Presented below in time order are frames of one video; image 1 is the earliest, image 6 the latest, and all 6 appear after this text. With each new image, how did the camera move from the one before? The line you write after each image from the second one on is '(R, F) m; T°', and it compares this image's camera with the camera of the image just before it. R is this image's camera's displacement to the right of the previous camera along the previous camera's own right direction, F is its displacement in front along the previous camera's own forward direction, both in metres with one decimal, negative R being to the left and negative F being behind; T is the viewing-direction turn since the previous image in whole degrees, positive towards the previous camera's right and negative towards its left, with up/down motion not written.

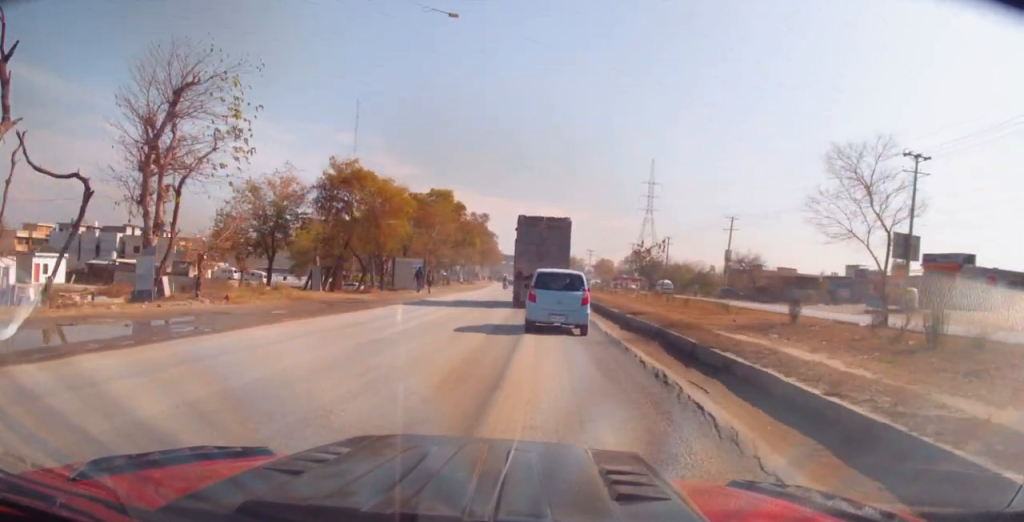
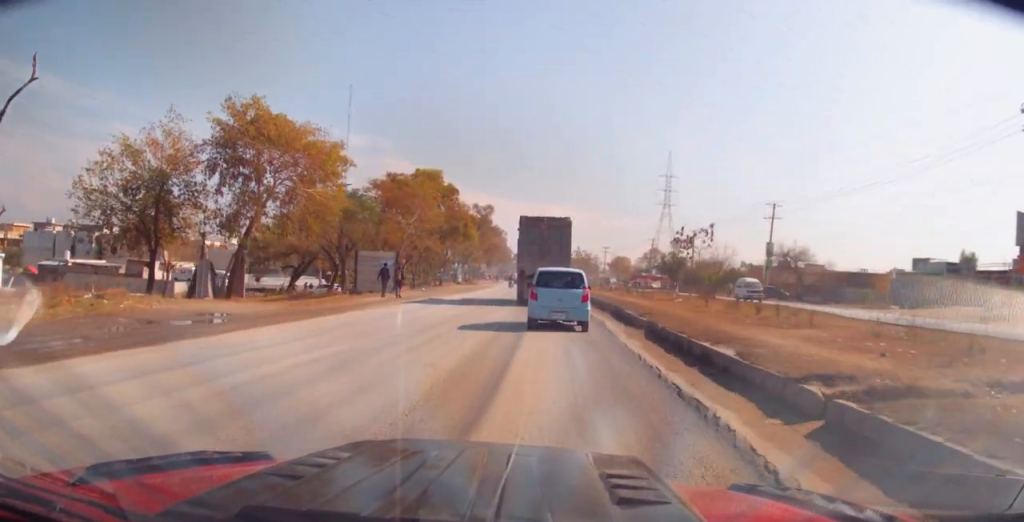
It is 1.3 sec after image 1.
(+0.2, +13.0) m; -1°
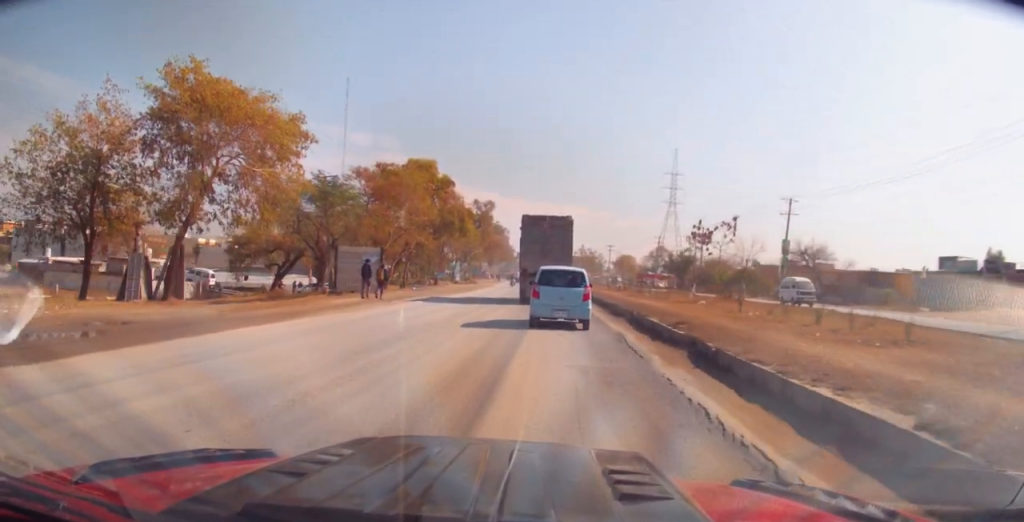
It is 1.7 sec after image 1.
(-0.1, +4.6) m; -1°
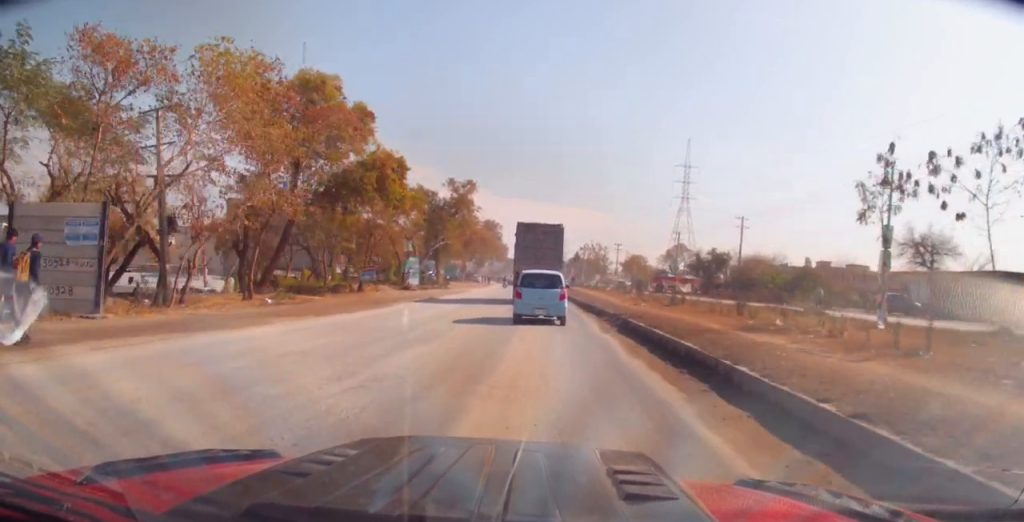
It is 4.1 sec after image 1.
(+0.4, +23.9) m; +2°
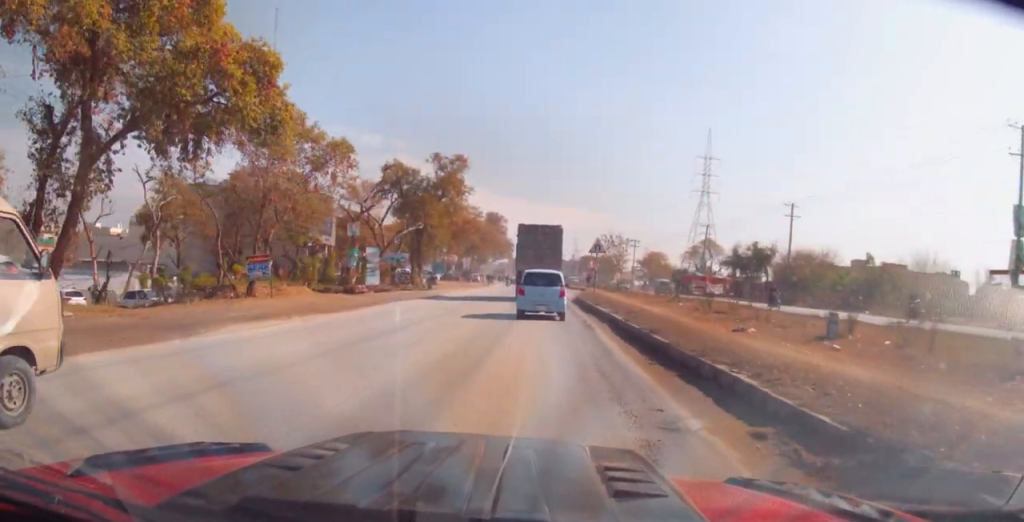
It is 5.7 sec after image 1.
(-0.2, +15.4) m; -3°
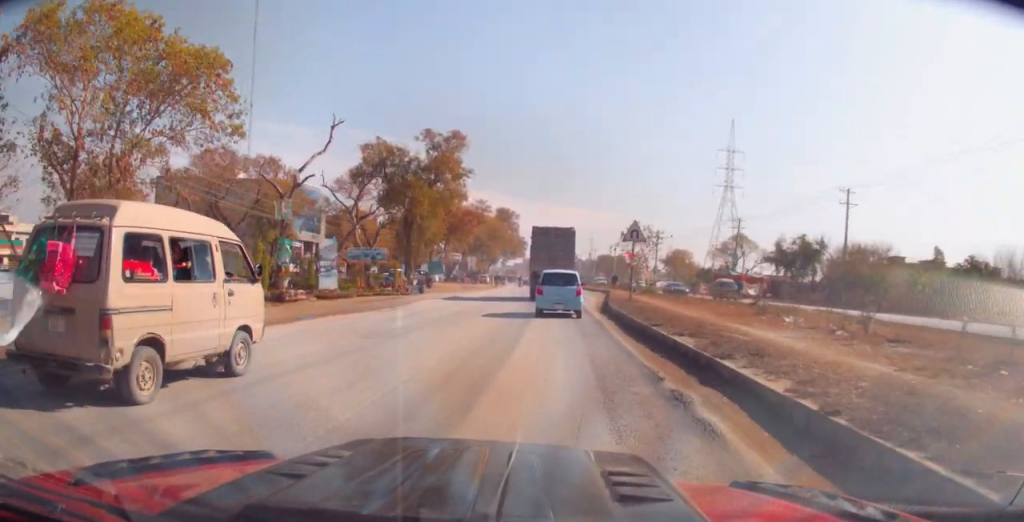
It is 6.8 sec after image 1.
(-0.4, +10.6) m; -1°
